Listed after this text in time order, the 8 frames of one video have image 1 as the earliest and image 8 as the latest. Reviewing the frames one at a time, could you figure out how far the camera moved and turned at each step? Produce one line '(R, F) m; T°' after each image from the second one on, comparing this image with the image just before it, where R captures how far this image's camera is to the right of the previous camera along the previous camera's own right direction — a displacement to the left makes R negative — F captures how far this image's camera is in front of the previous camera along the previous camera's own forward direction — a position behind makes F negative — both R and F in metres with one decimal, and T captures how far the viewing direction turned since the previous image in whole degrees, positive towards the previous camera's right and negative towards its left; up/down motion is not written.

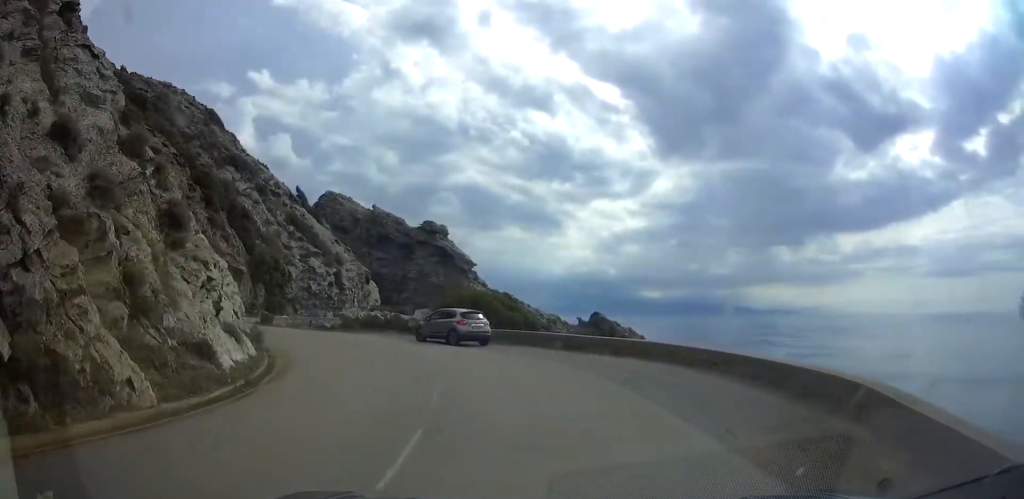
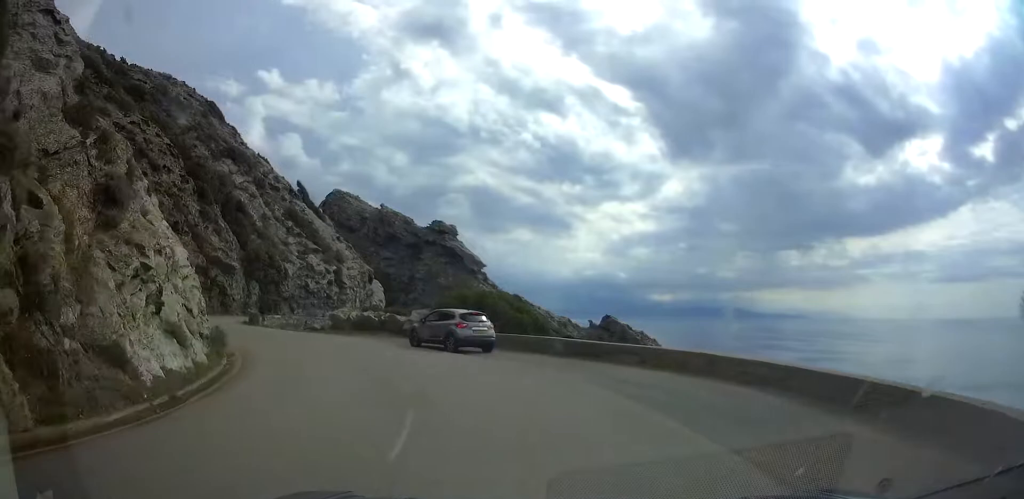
(+0.1, +3.8) m; +1°
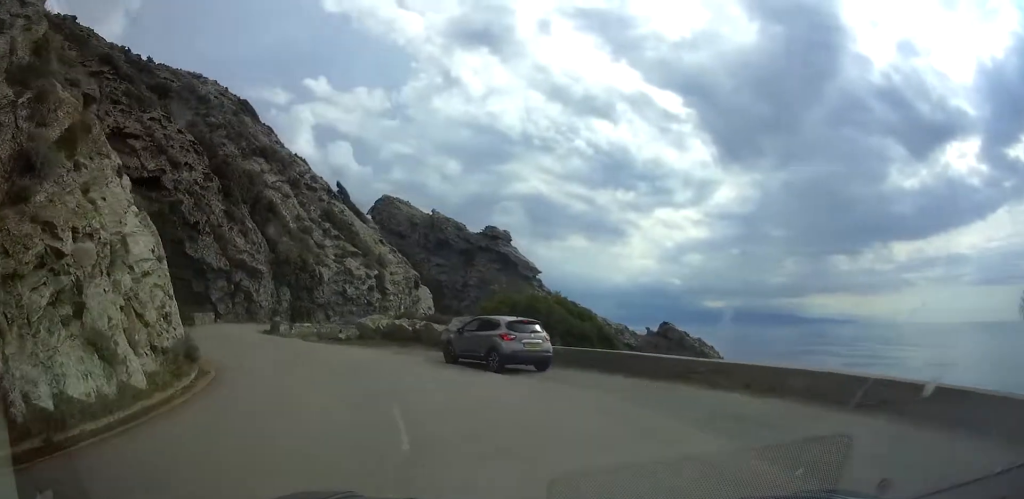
(0.0, +5.0) m; -1°
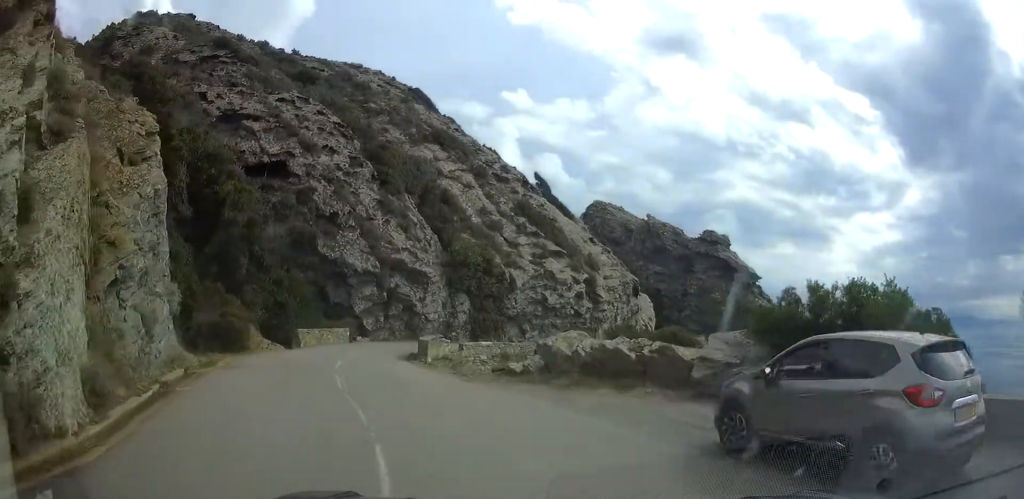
(-1.1, +11.8) m; -19°
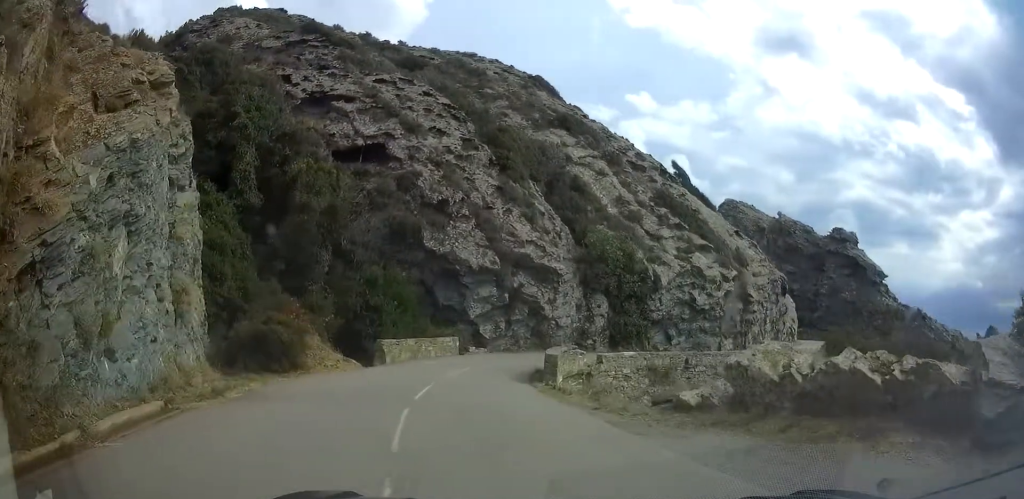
(-1.0, +6.0) m; -17°
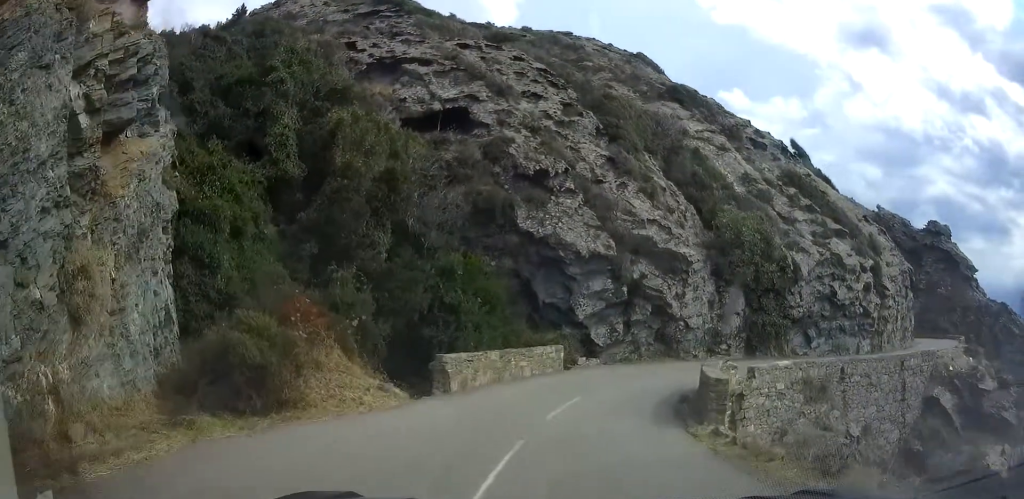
(-1.1, +6.6) m; -10°
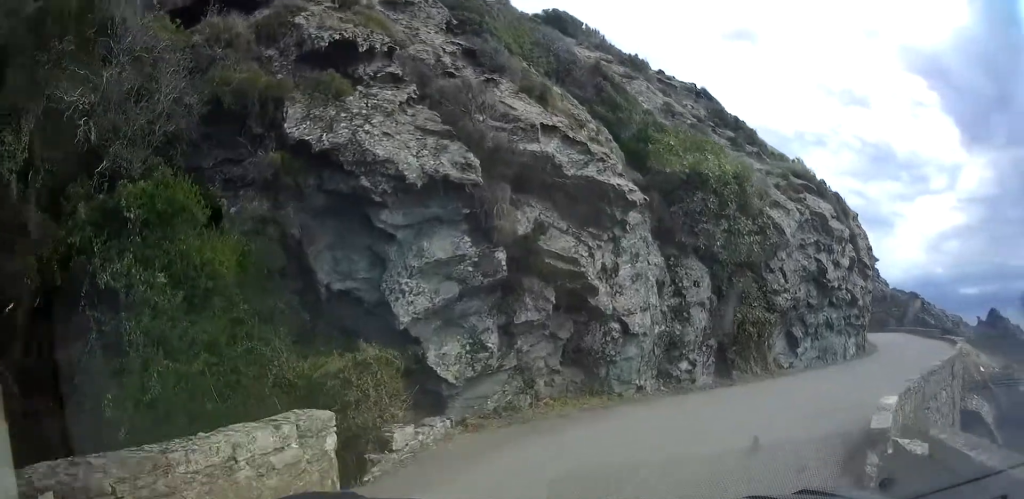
(+0.4, +12.9) m; +15°
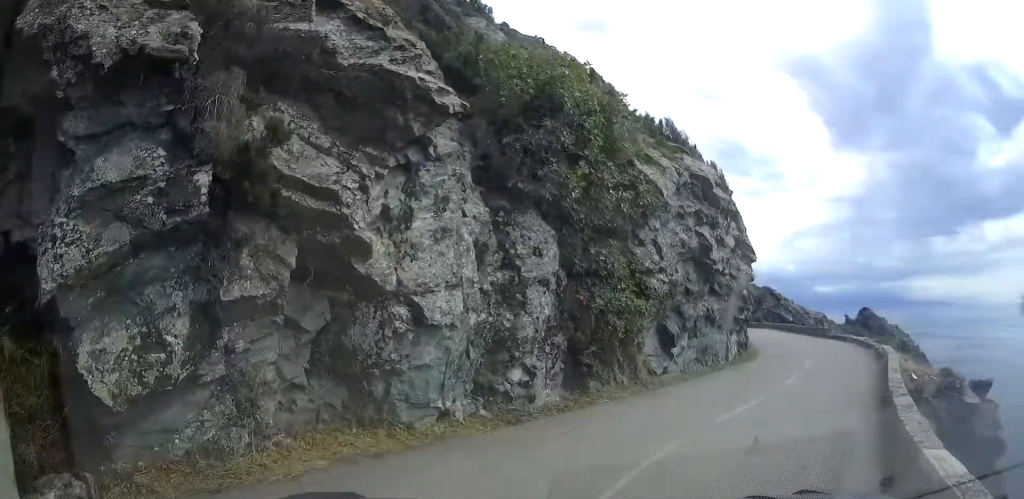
(+0.7, +5.3) m; +17°
